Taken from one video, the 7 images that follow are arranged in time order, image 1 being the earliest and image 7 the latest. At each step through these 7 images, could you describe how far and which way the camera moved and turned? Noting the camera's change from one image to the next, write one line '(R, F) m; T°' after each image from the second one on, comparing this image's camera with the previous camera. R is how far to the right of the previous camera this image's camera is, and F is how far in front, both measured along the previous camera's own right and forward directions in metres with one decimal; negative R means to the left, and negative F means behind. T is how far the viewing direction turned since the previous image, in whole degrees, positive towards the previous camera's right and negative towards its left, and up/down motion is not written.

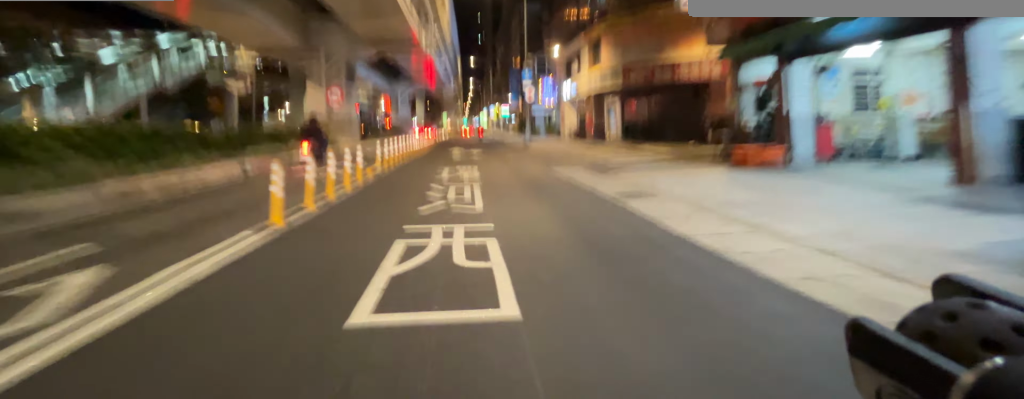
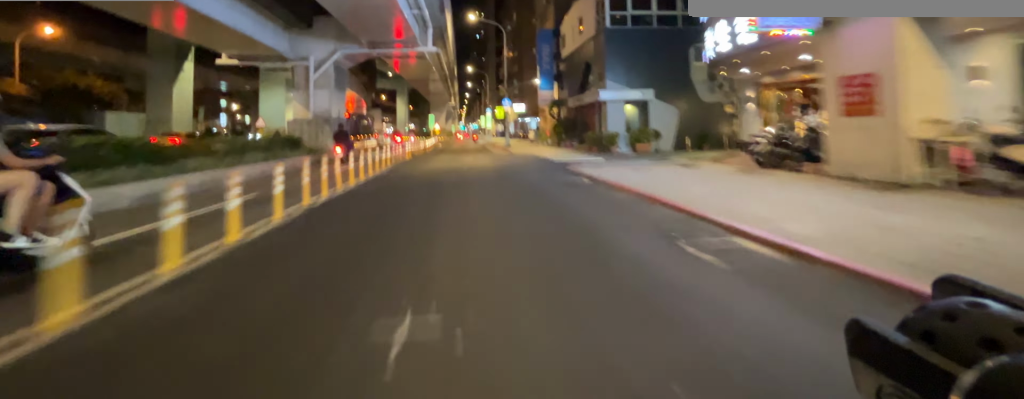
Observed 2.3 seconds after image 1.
(+0.1, +25.9) m; 0°
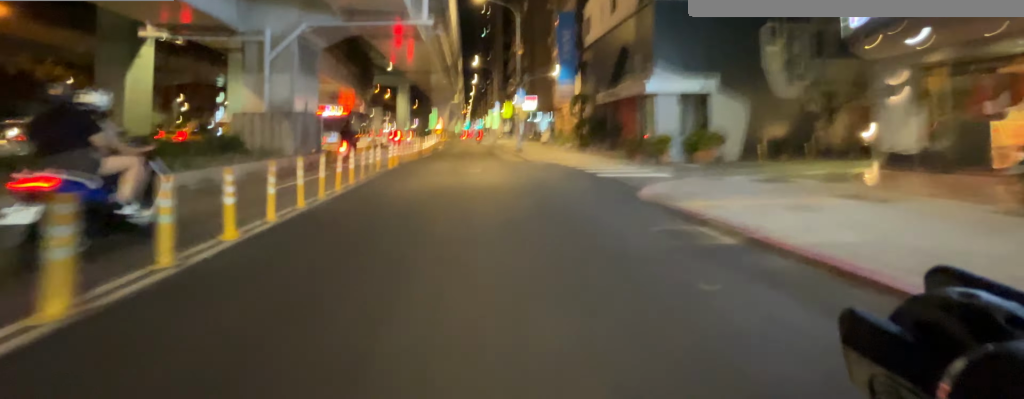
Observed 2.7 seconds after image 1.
(+0.1, +5.8) m; 0°
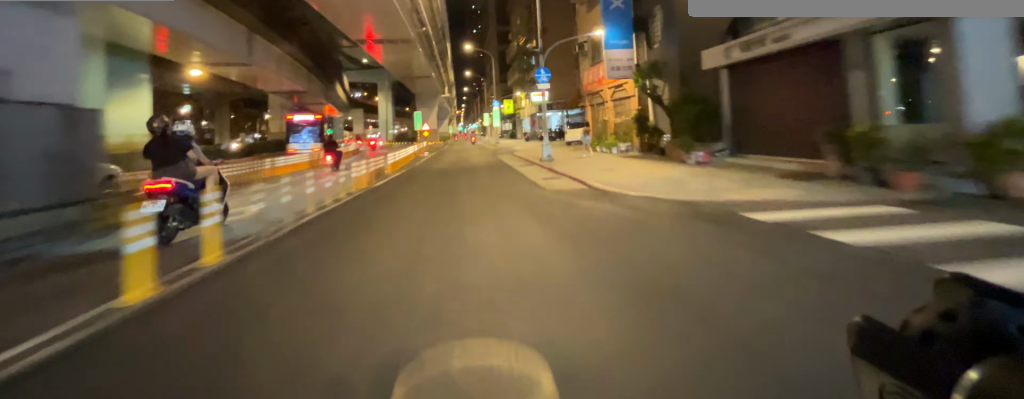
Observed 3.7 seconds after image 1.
(-0.2, +11.0) m; -2°
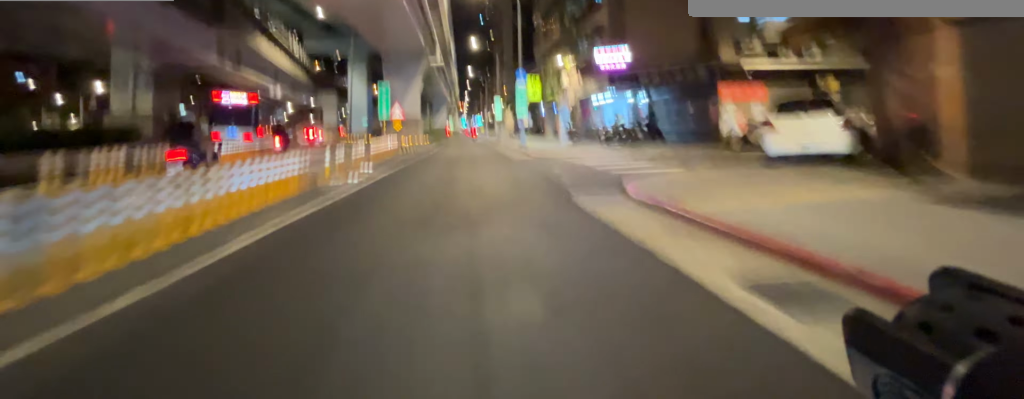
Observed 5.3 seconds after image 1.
(-0.2, +18.8) m; 0°
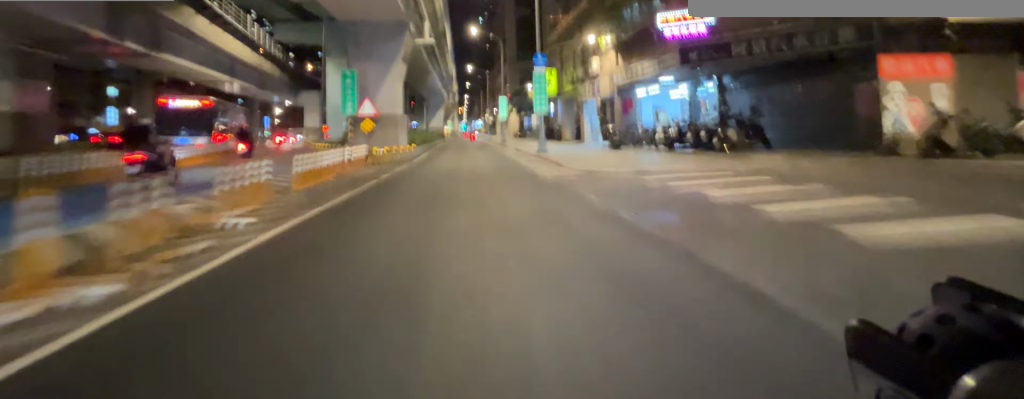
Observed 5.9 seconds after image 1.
(0.0, +7.5) m; 0°
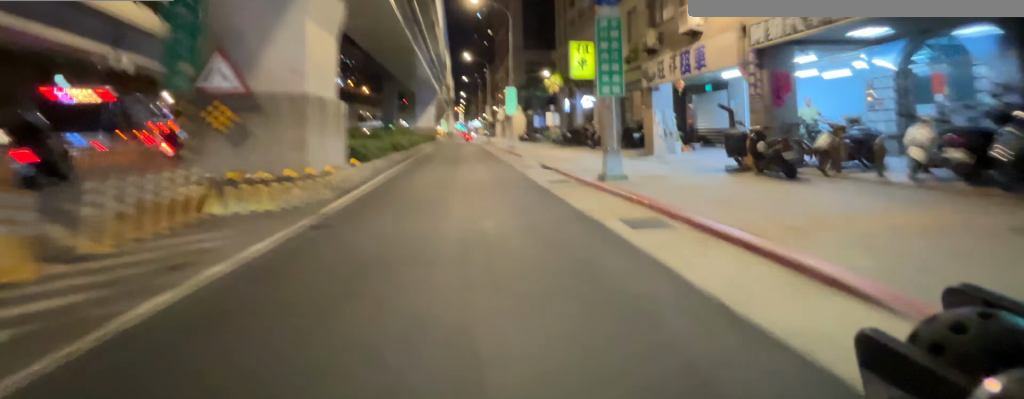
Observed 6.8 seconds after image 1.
(+0.1, +11.3) m; 0°
